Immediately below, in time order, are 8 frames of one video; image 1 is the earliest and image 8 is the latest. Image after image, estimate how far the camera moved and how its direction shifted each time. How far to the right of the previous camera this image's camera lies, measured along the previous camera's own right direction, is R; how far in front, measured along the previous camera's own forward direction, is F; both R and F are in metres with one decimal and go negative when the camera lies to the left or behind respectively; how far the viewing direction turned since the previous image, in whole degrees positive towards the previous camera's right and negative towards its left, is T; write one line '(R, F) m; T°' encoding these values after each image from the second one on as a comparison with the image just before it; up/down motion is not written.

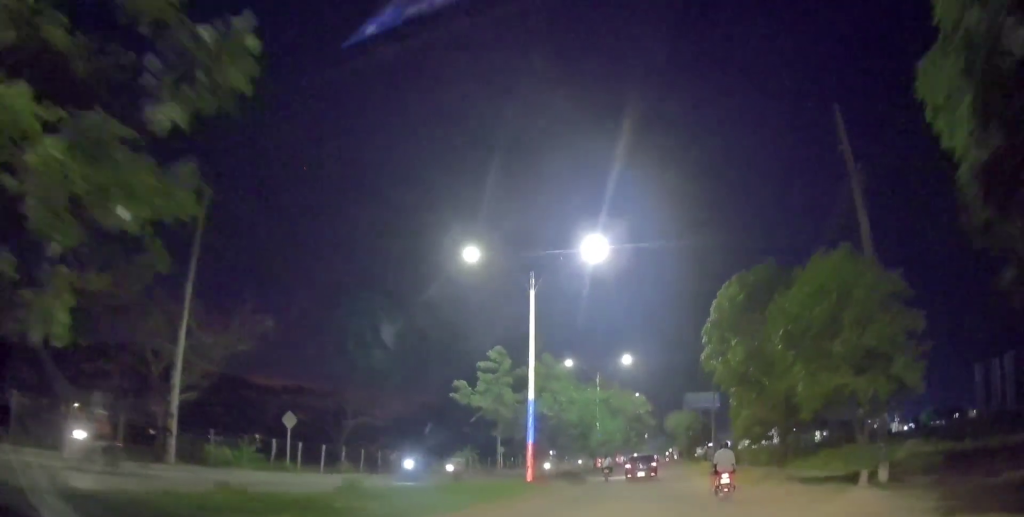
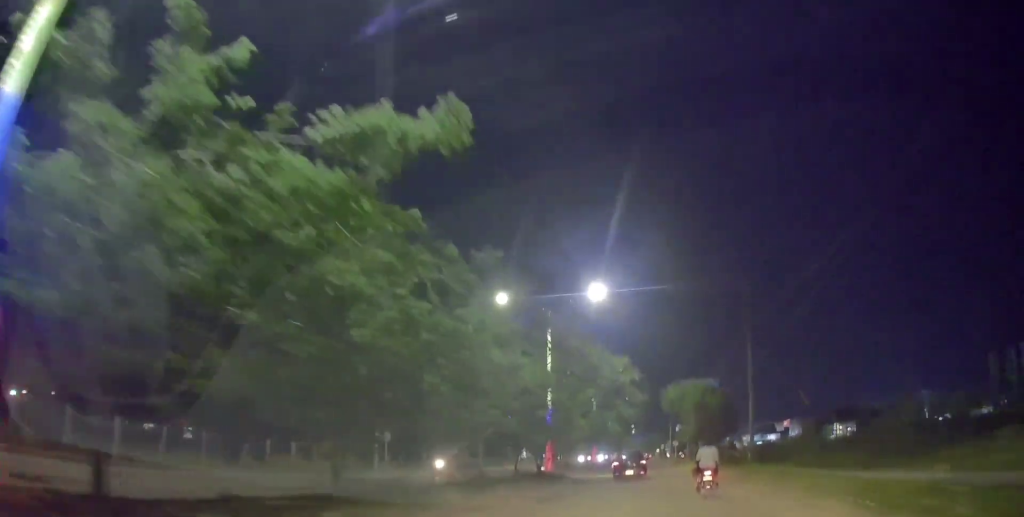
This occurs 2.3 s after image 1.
(-0.7, +25.7) m; +1°
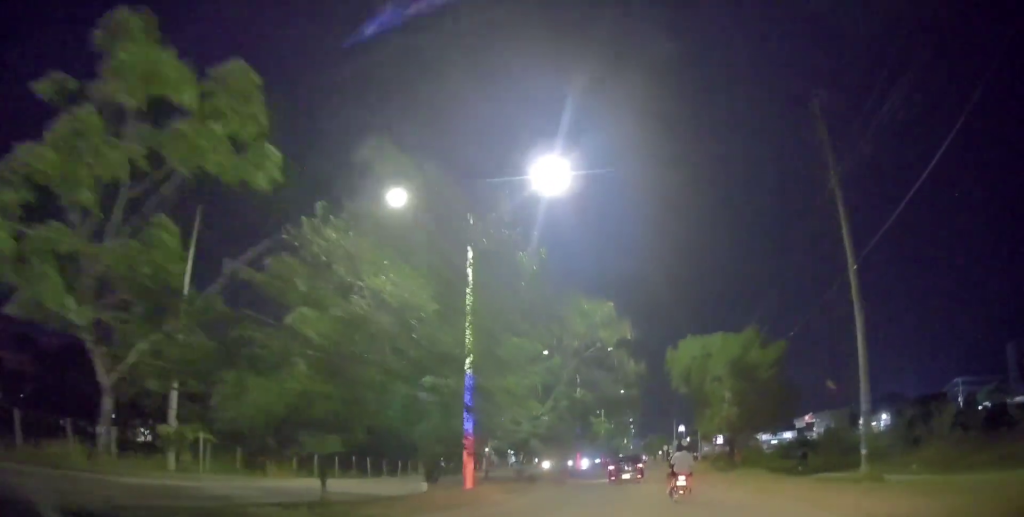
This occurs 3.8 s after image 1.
(+0.2, +17.1) m; -1°
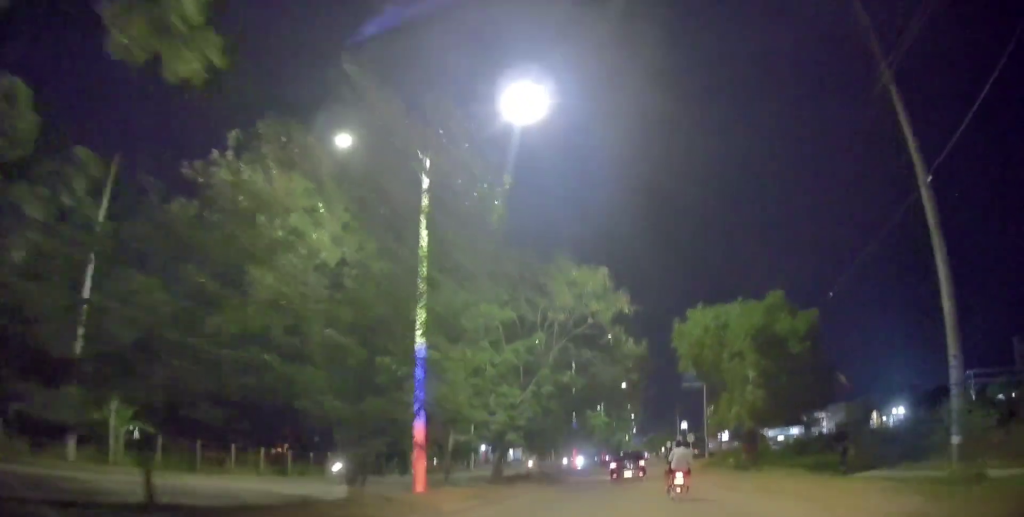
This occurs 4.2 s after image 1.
(0.0, +4.7) m; -1°
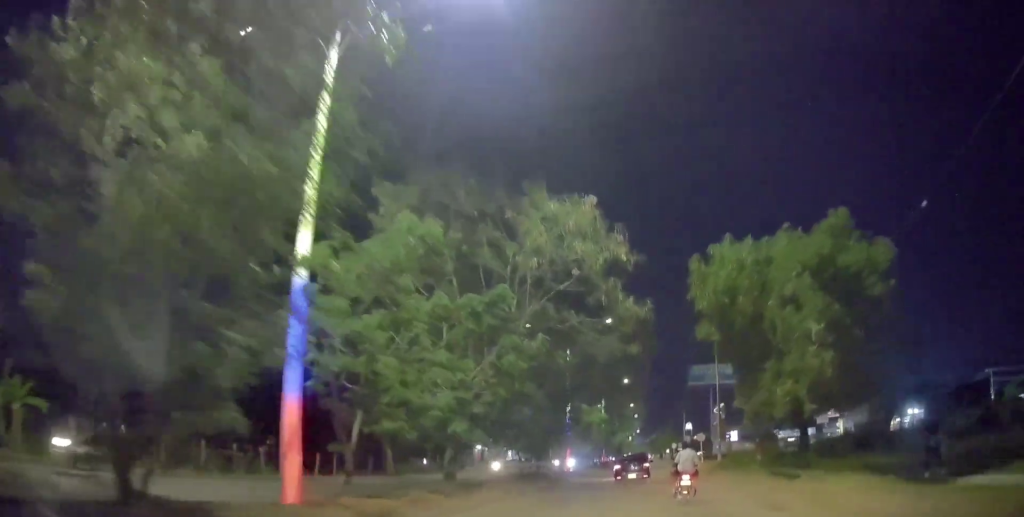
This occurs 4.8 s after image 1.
(-0.1, +6.3) m; +1°
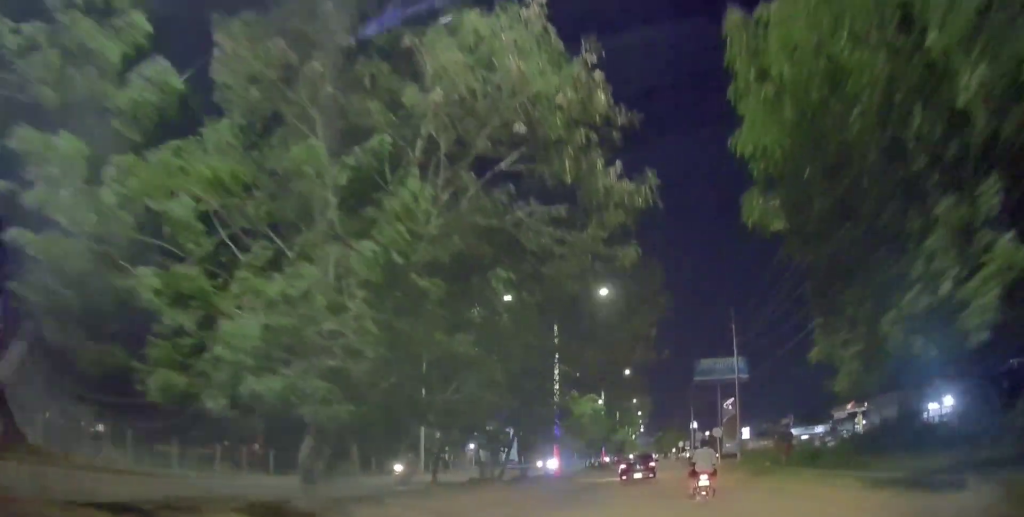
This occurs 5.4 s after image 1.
(+0.1, +7.9) m; +1°
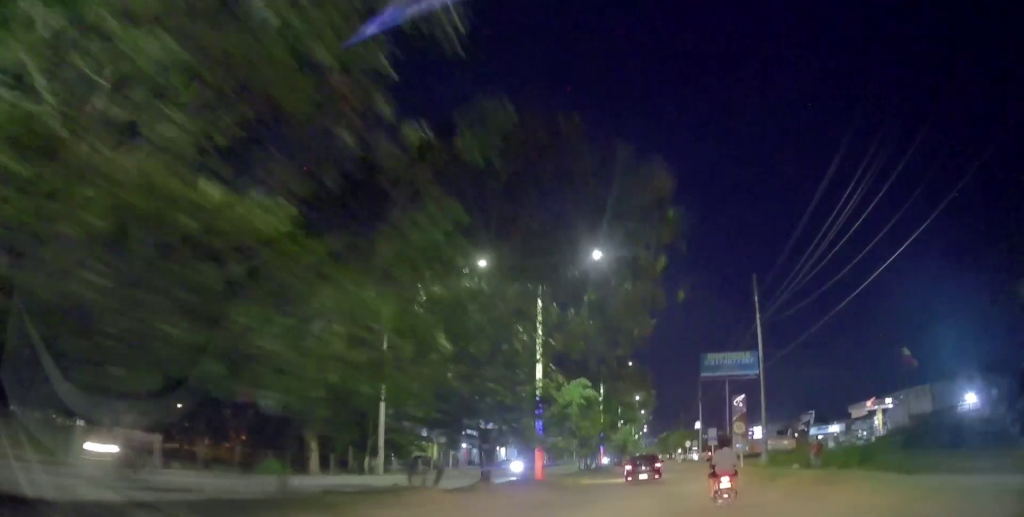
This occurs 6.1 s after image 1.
(+0.3, +7.8) m; 0°
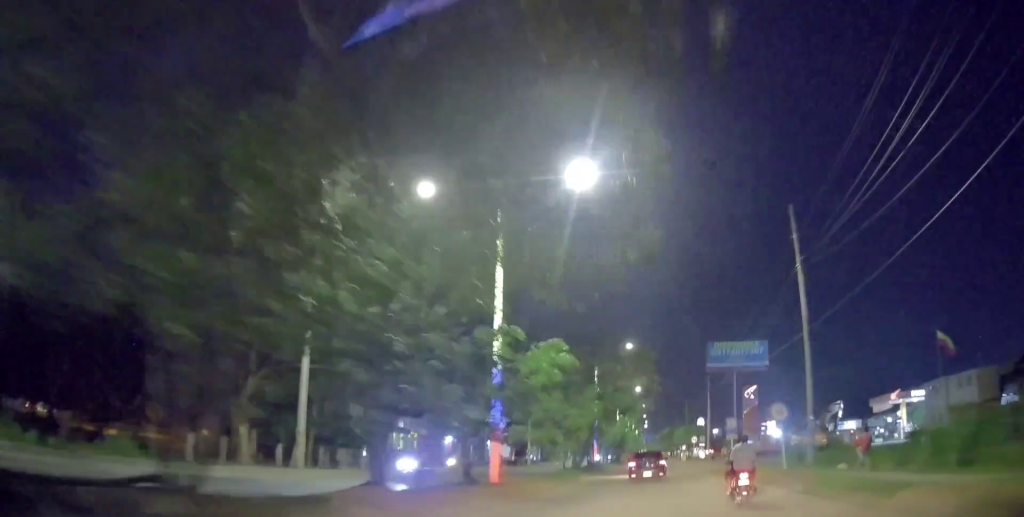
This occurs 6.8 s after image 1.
(-0.3, +8.6) m; 0°
